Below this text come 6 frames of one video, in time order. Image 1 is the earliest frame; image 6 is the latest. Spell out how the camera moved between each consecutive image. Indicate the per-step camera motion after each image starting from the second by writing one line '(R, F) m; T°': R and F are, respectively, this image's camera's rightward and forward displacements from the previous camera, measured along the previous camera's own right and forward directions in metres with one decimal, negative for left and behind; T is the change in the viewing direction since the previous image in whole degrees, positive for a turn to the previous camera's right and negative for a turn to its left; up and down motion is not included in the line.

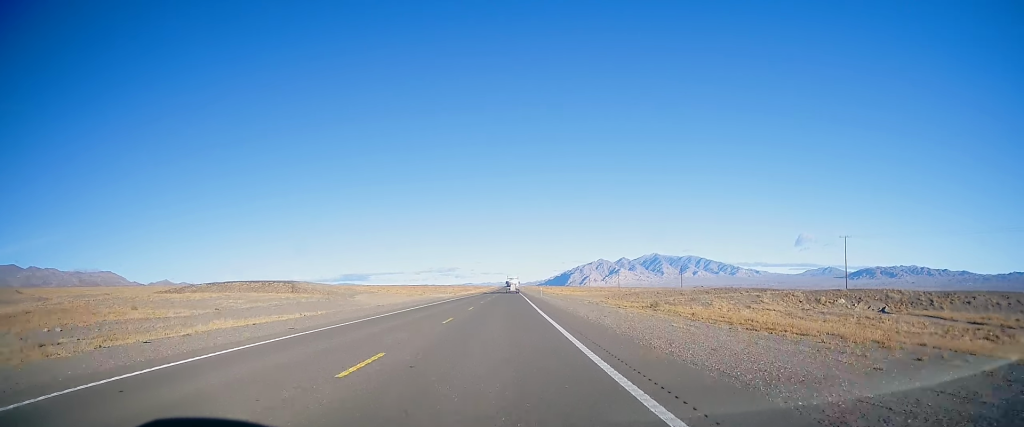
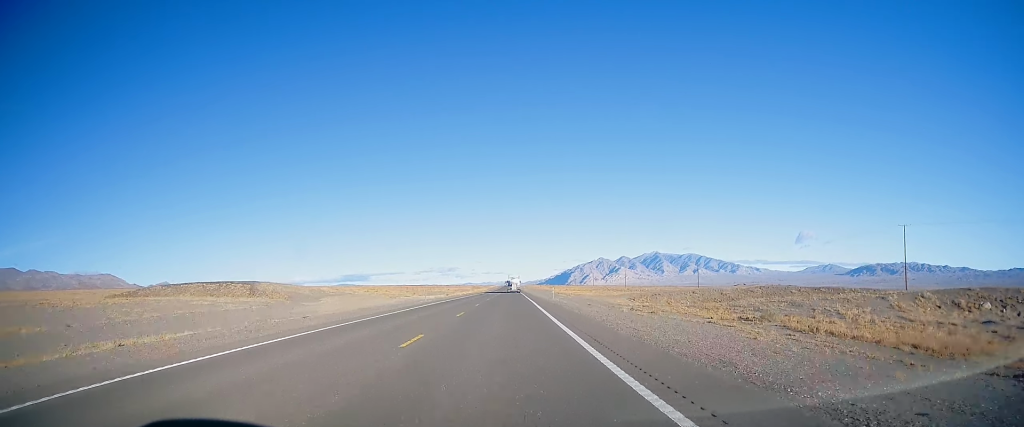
(+0.1, +20.1) m; 0°
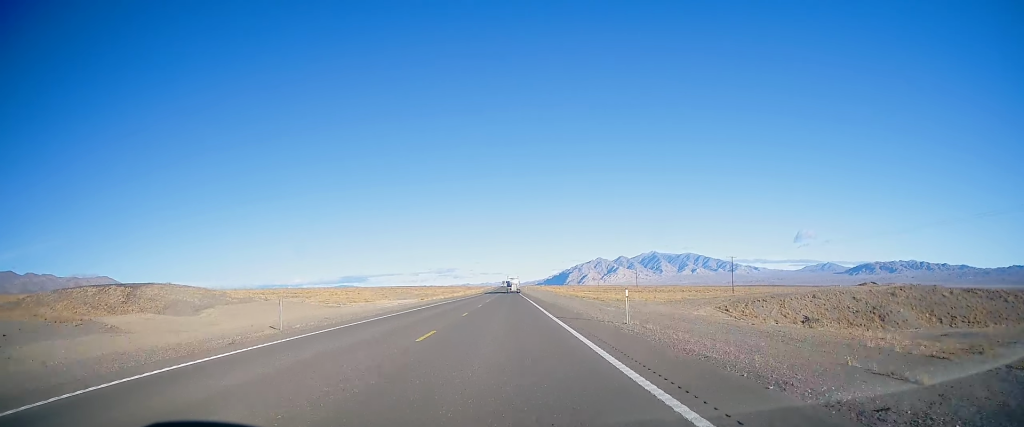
(-0.1, +34.6) m; 0°
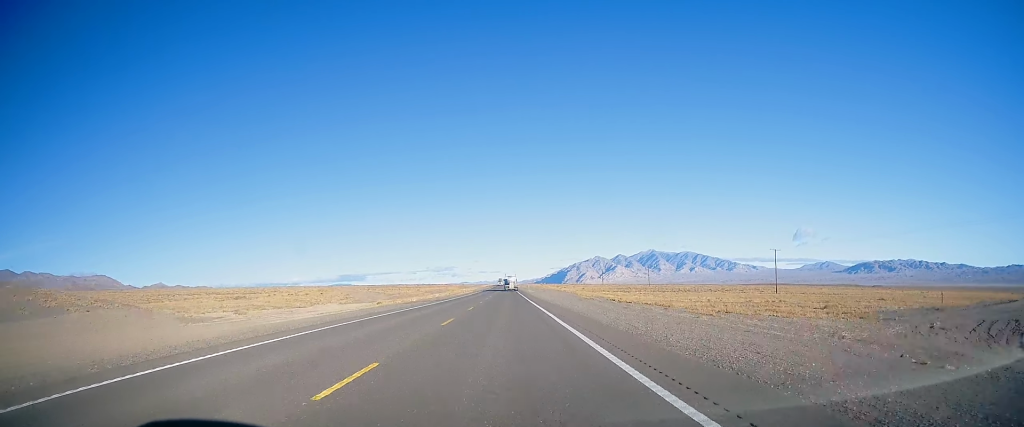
(-0.1, +30.9) m; 0°
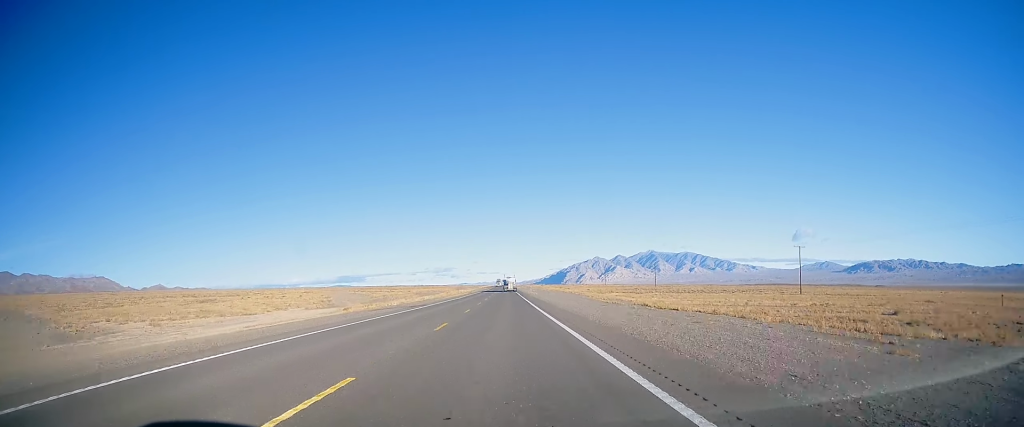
(0.0, +13.2) m; 0°
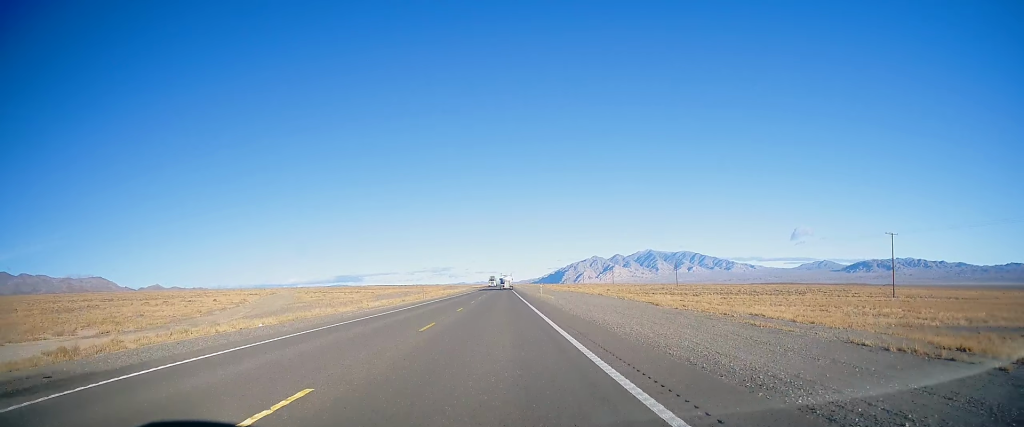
(+0.1, +36.0) m; 0°
